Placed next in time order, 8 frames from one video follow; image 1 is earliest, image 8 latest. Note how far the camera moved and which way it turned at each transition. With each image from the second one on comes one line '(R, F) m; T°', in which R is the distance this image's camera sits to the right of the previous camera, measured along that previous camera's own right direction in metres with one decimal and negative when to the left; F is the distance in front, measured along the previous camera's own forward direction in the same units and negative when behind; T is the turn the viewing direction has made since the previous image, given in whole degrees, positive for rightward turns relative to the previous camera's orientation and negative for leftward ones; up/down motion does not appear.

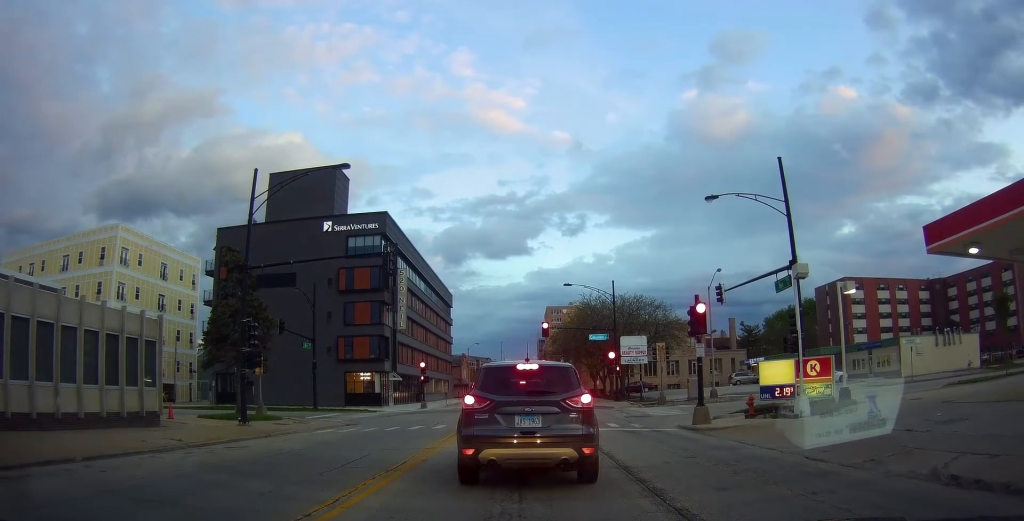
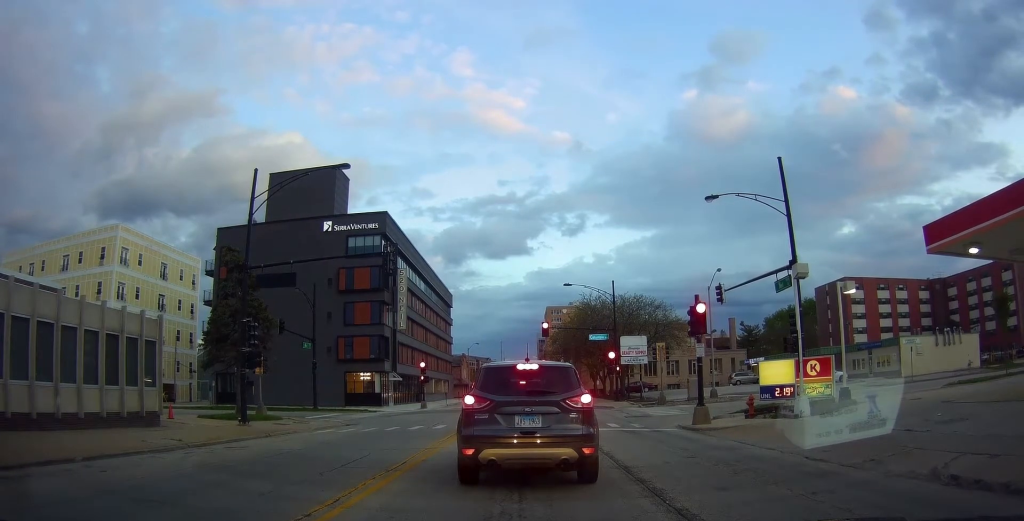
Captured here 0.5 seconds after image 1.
(0.0, 0.0) m; 0°
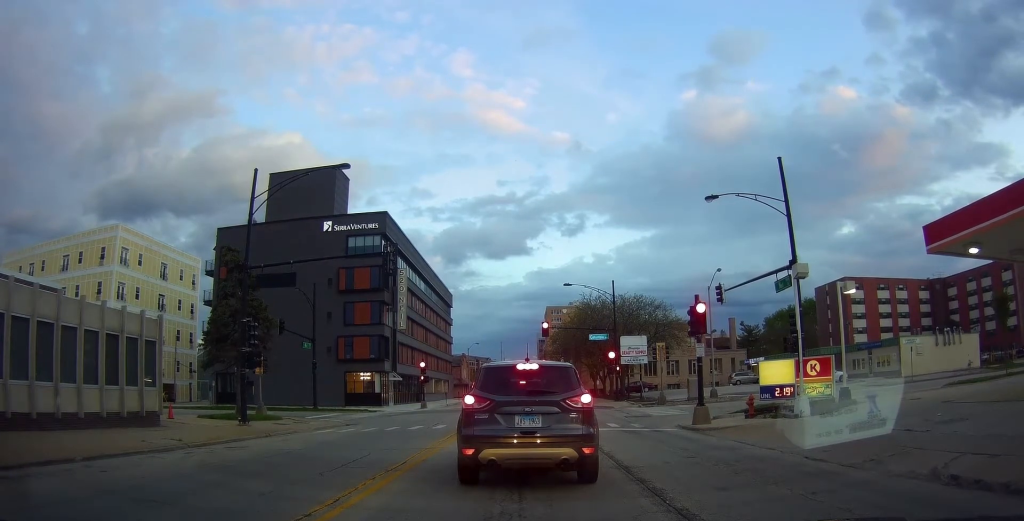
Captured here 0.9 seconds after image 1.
(0.0, 0.0) m; 0°
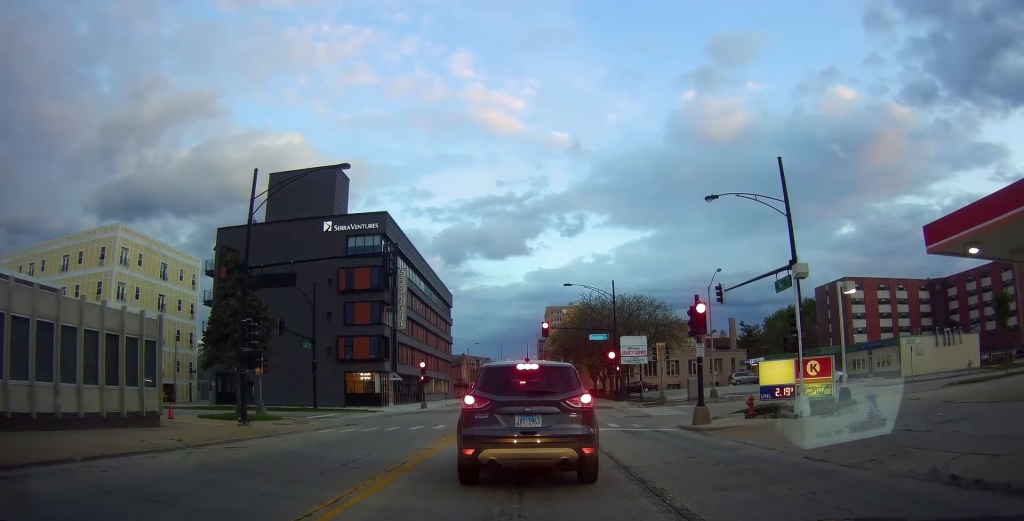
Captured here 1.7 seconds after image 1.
(0.0, 0.0) m; 0°
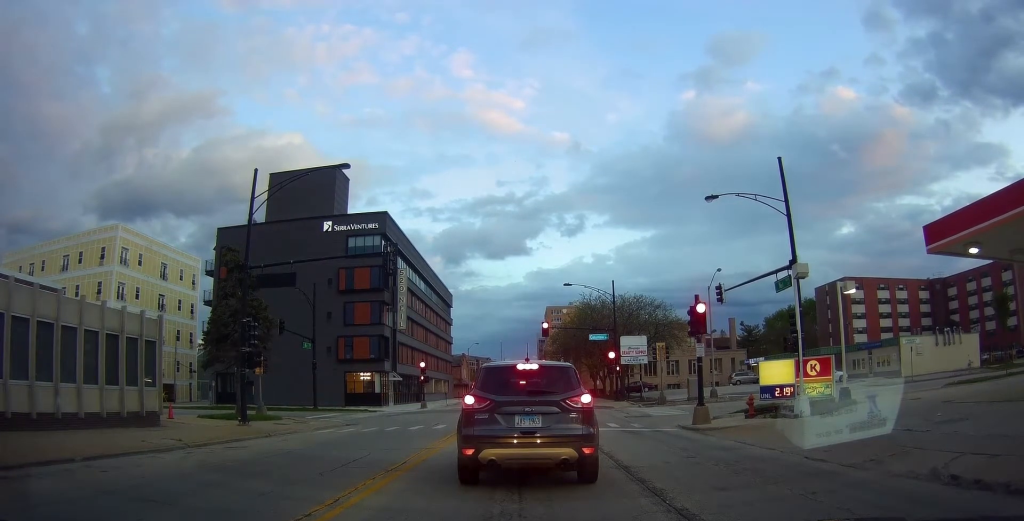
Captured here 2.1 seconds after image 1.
(0.0, 0.0) m; 0°
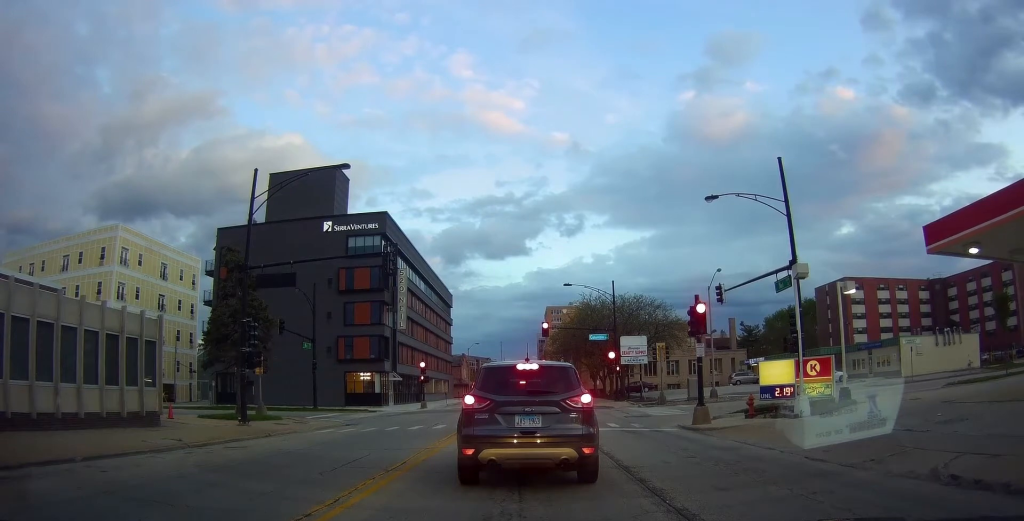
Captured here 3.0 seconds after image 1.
(0.0, 0.0) m; 0°
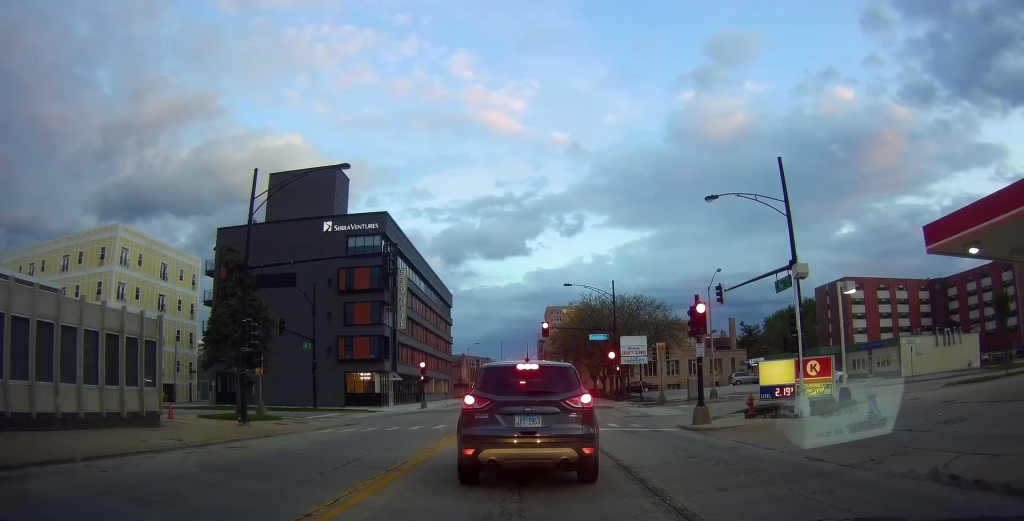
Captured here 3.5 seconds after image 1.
(0.0, 0.0) m; 0°
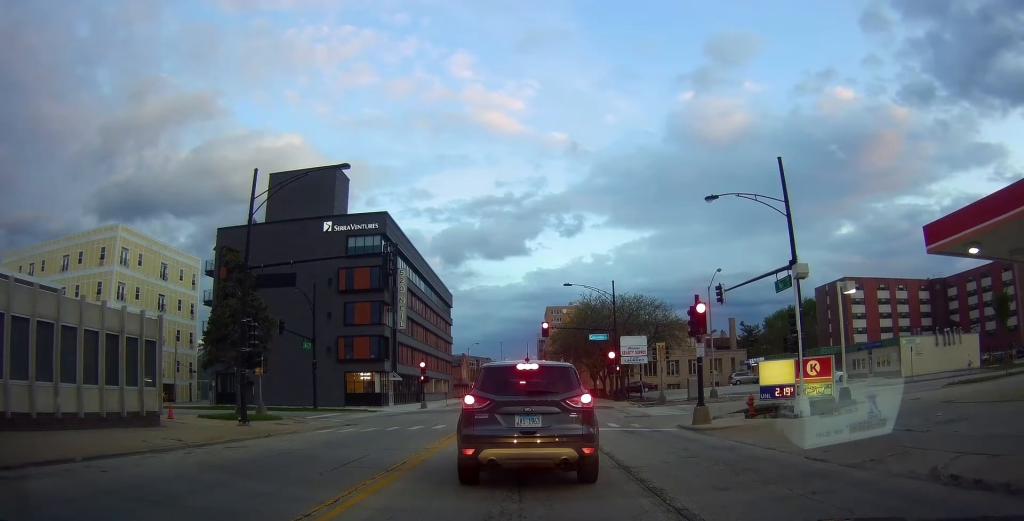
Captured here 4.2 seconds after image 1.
(0.0, 0.0) m; 0°
